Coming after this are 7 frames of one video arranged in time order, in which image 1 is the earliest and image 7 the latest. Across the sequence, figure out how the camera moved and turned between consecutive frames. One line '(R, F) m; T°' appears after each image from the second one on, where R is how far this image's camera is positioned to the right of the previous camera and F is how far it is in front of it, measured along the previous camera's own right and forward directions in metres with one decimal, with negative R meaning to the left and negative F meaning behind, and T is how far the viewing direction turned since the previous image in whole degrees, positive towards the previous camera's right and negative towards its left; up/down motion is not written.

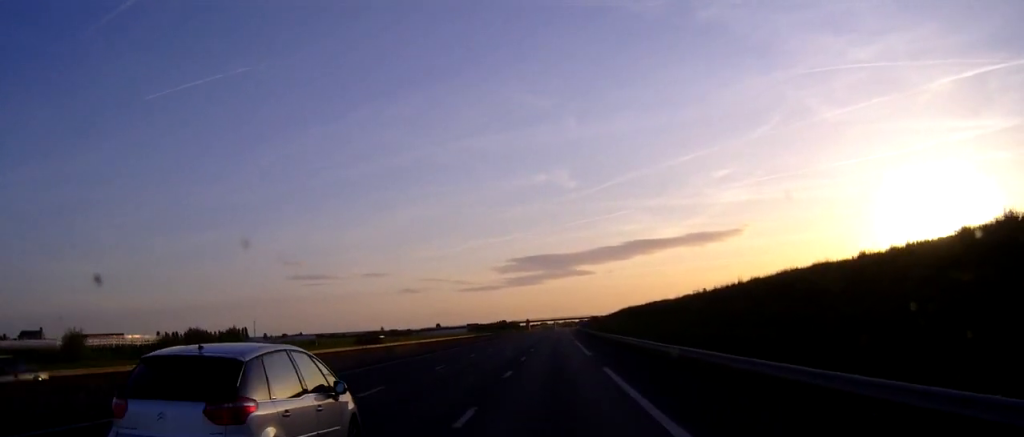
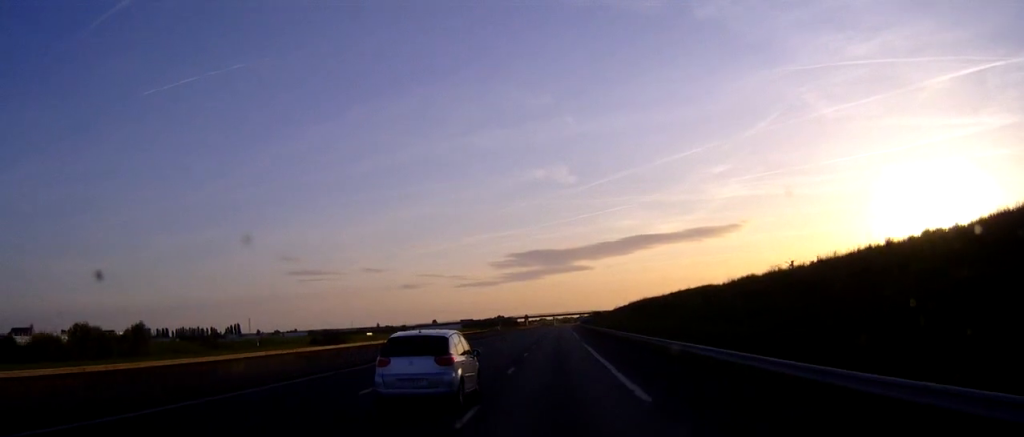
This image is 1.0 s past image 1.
(+0.1, +25.9) m; 0°
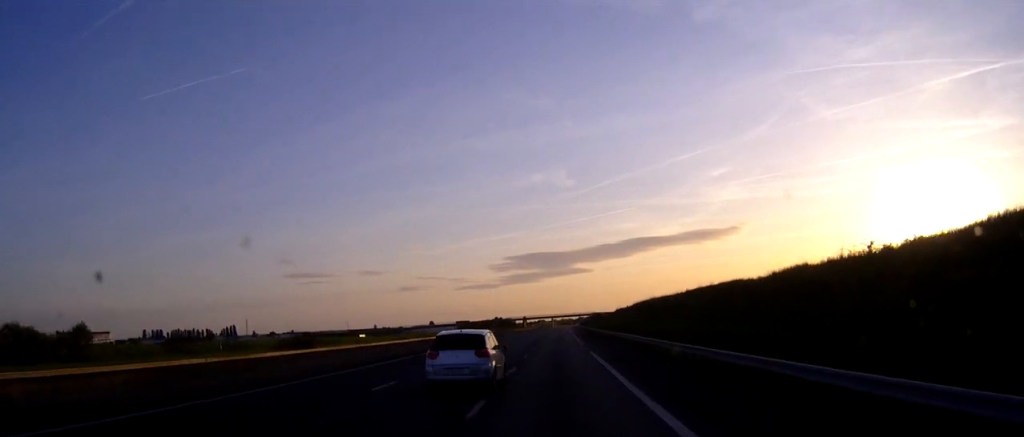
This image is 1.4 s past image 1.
(0.0, +11.6) m; 0°
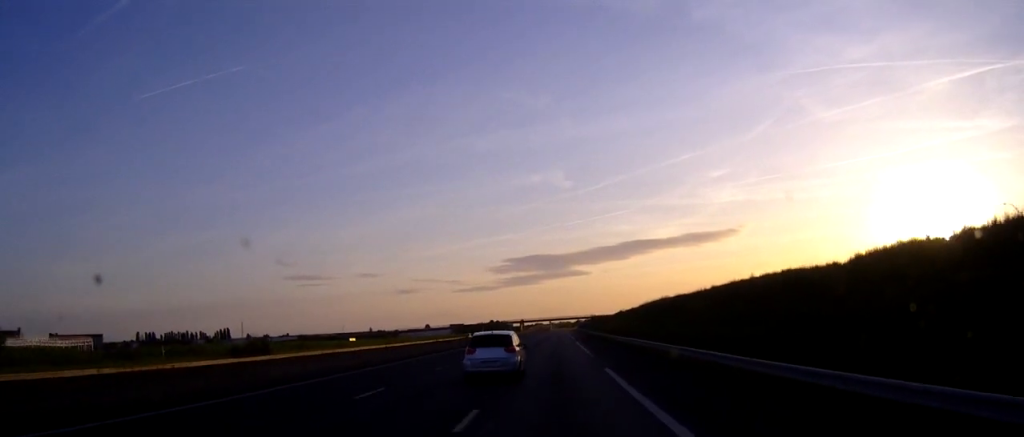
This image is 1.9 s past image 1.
(0.0, +14.3) m; 0°
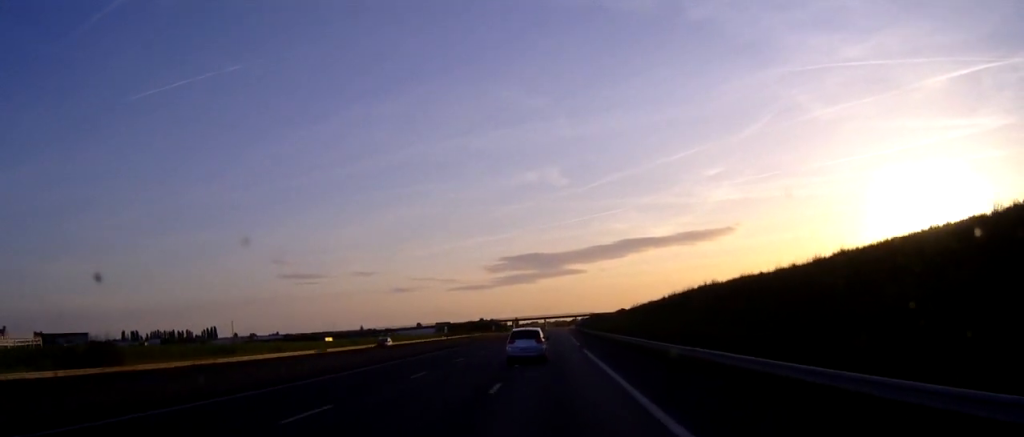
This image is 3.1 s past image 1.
(+0.1, +31.3) m; 0°
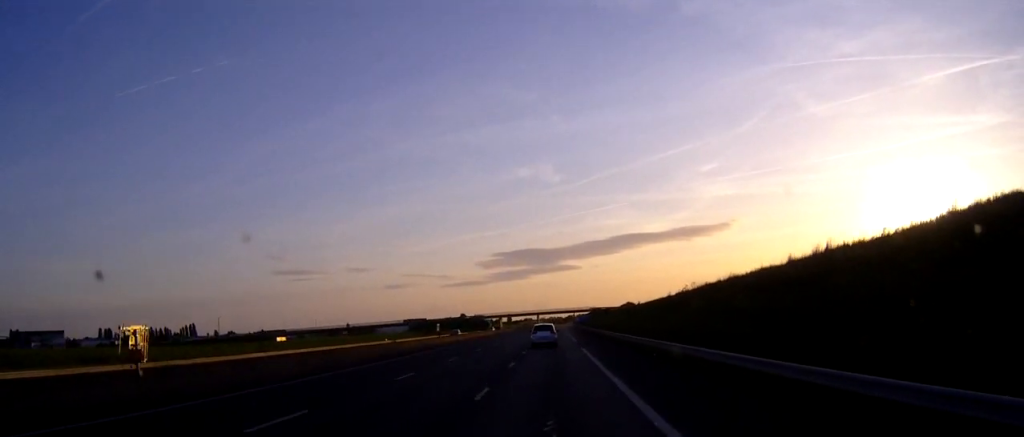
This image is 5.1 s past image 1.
(+0.2, +53.1) m; 0°
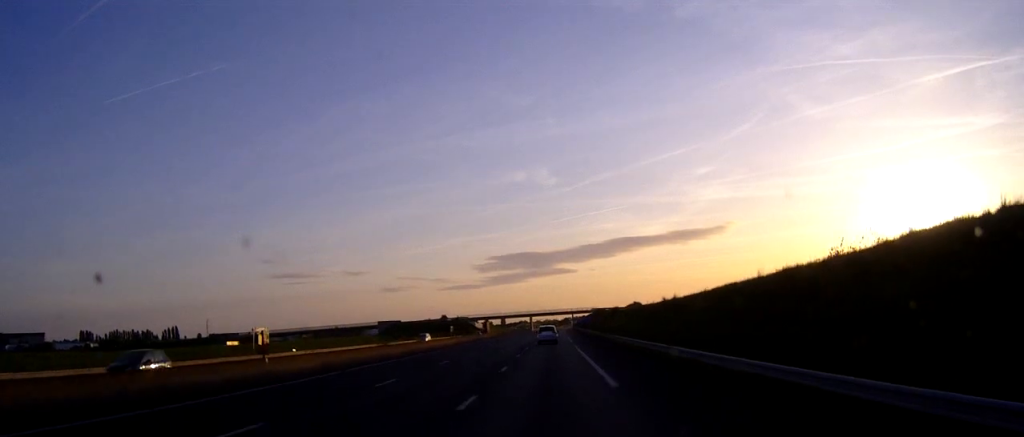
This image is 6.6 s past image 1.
(+0.1, +40.6) m; 0°
